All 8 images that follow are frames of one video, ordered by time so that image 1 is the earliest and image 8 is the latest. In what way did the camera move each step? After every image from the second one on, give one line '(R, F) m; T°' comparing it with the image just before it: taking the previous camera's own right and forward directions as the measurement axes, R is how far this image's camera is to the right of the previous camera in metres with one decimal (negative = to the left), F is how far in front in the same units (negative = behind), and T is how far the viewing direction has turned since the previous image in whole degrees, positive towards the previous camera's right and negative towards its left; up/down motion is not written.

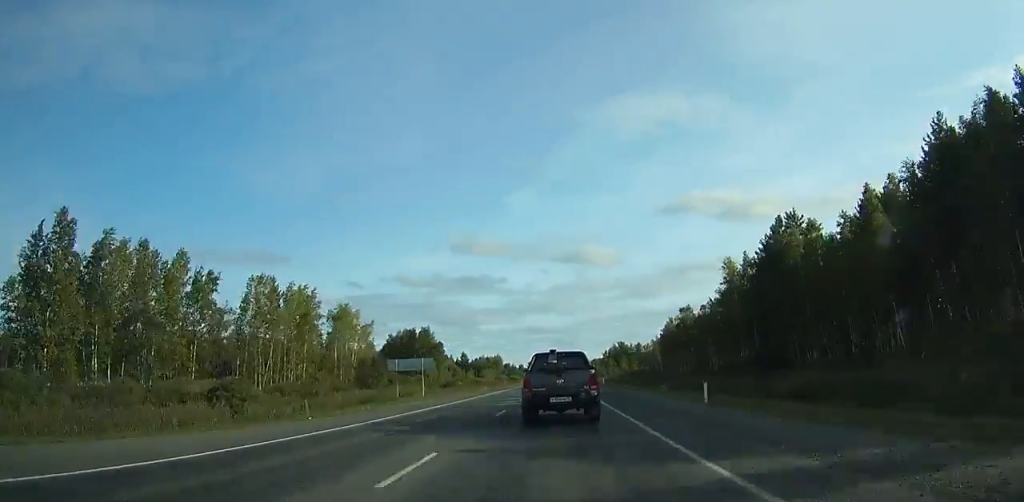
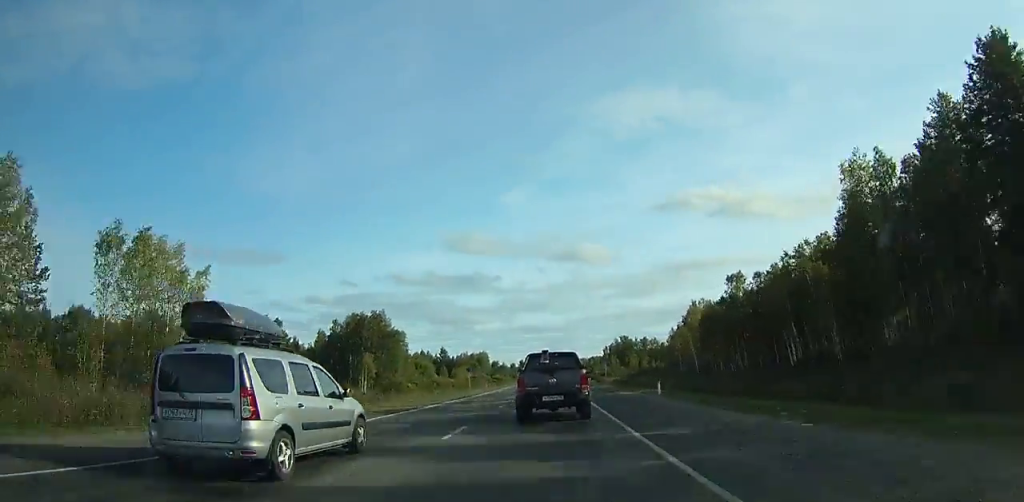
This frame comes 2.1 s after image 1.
(-0.4, +43.5) m; 0°
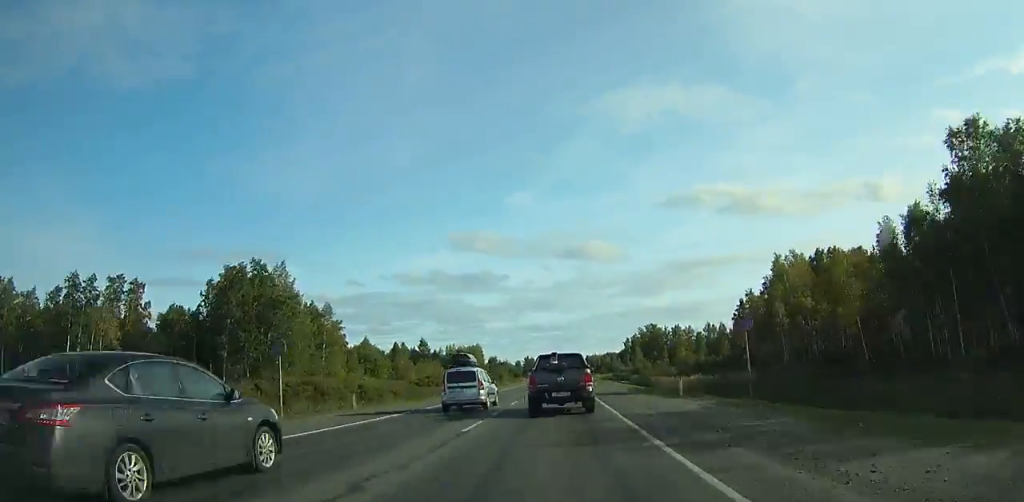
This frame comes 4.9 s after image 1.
(+0.7, +58.9) m; 0°
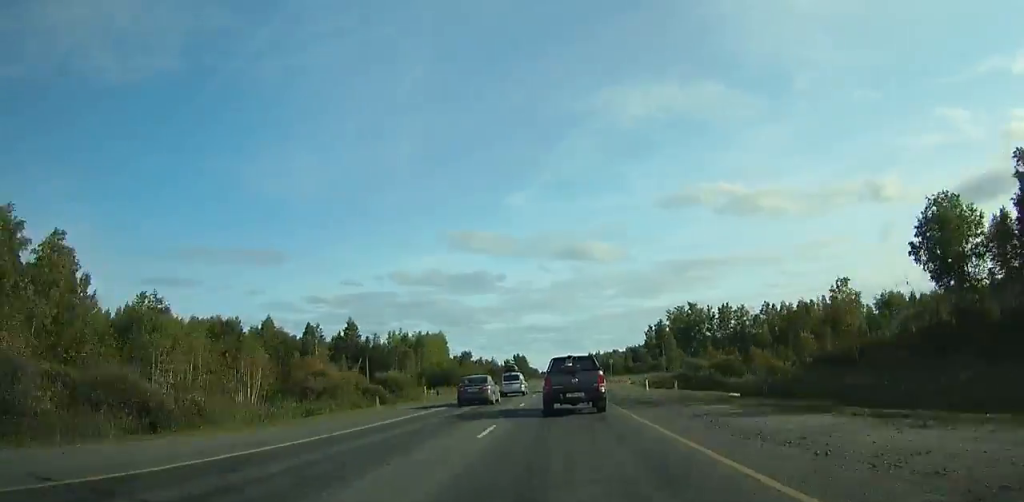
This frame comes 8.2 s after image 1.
(-0.6, +71.6) m; 0°
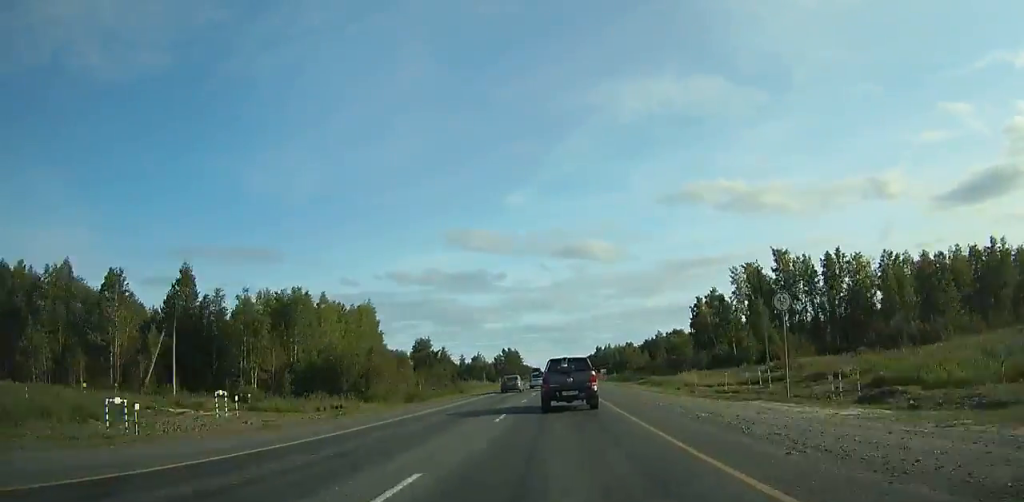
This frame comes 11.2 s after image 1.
(+0.1, +67.0) m; 0°
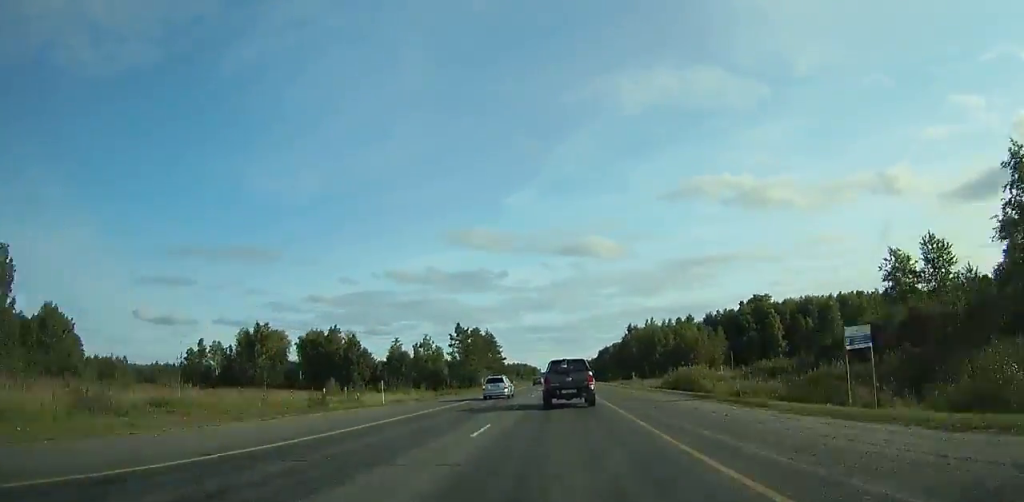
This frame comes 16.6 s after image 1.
(-0.2, +125.1) m; 0°
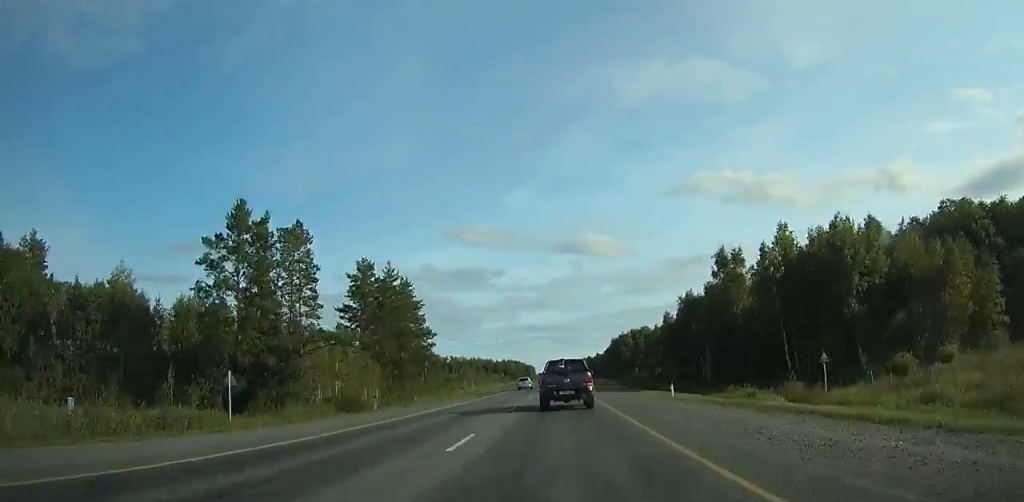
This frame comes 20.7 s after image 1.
(+0.1, +98.6) m; 0°
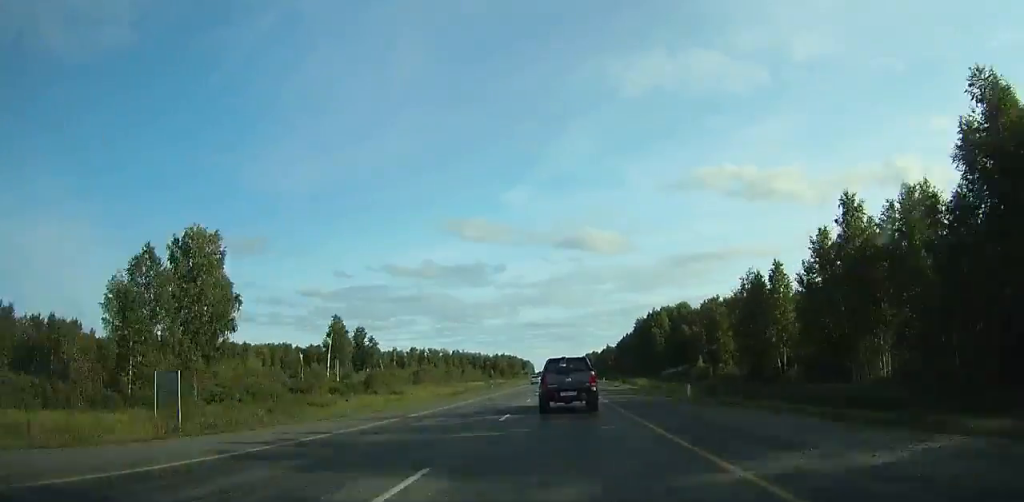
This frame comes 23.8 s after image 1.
(-0.1, +75.7) m; 0°
